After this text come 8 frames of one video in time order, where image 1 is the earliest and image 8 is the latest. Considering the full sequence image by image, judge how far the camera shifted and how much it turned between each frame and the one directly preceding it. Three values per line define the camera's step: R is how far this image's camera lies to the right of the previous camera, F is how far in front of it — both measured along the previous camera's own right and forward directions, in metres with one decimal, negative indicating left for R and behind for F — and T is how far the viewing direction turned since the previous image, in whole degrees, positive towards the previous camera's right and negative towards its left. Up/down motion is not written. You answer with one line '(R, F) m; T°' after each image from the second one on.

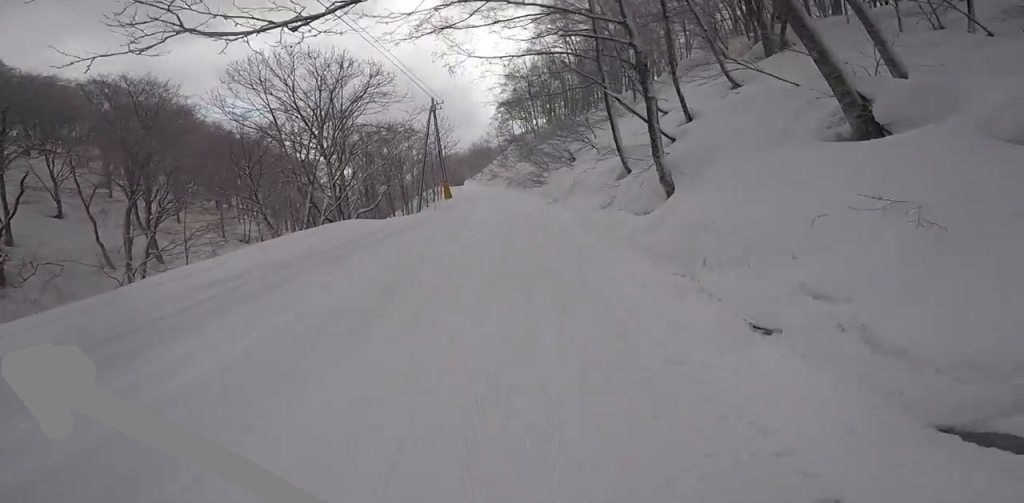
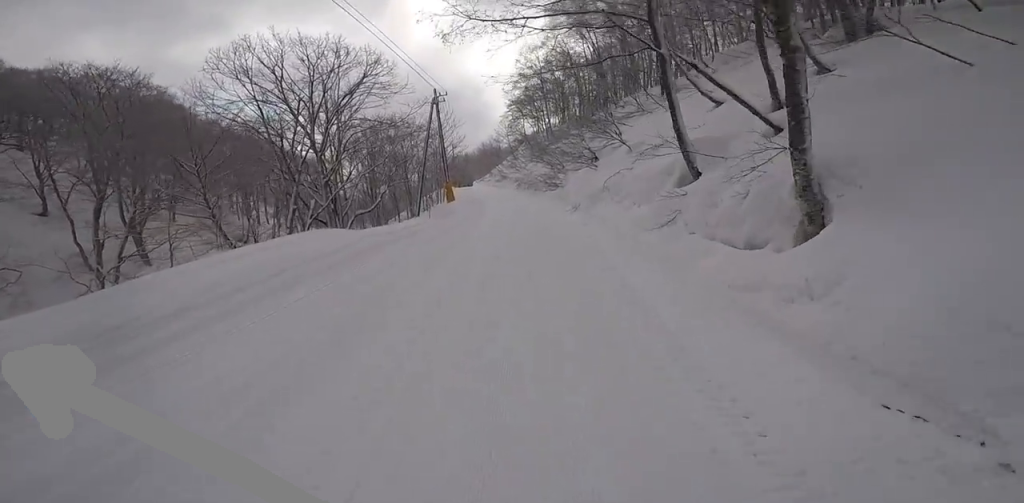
(+0.7, +3.3) m; -4°
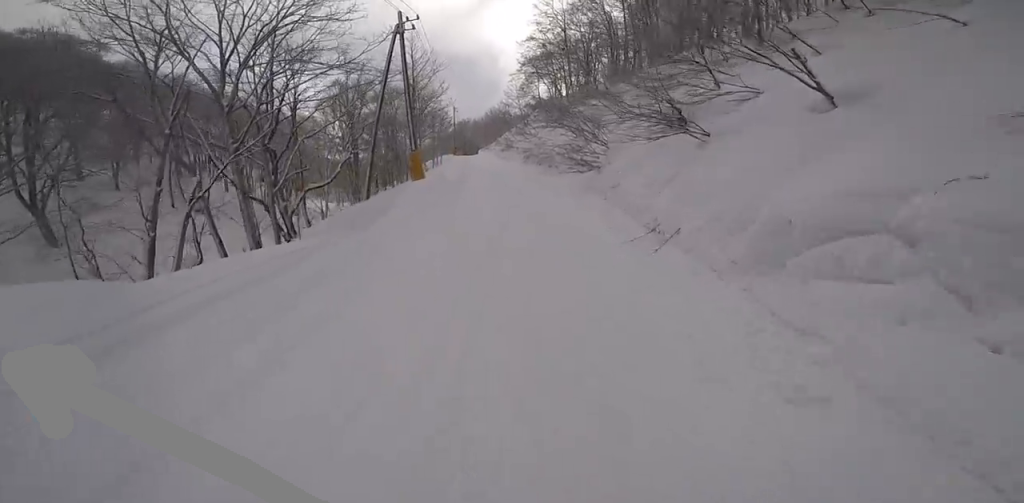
(-0.9, +9.1) m; 0°
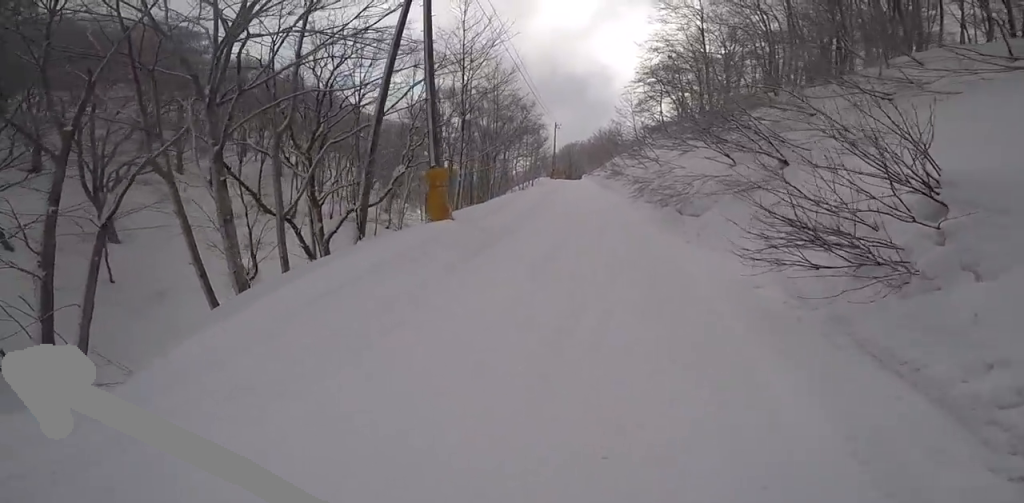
(-0.7, +8.4) m; -8°
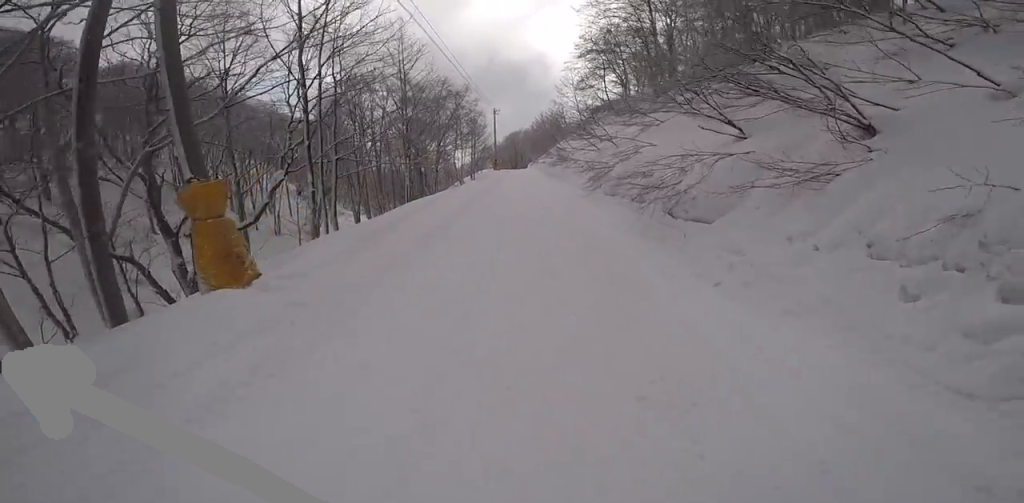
(+0.5, +5.4) m; +5°
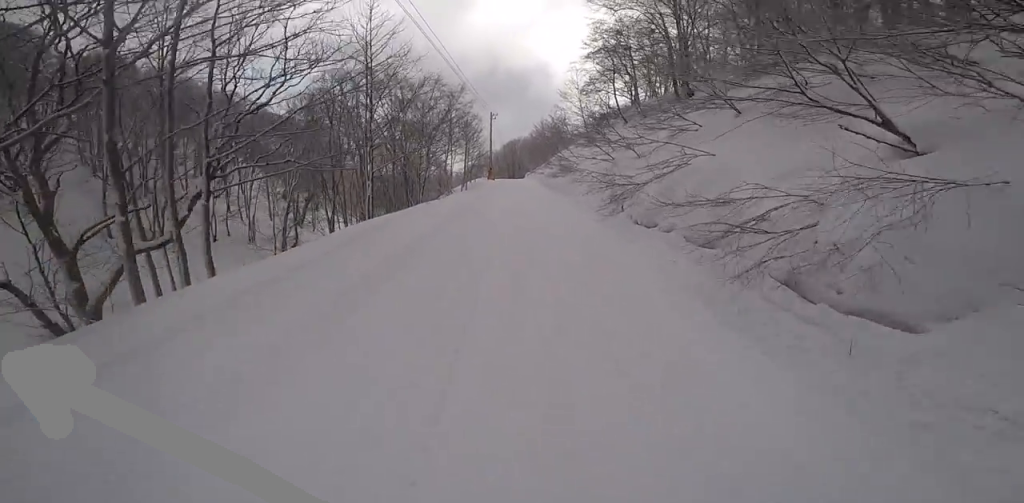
(+0.2, +4.2) m; +2°
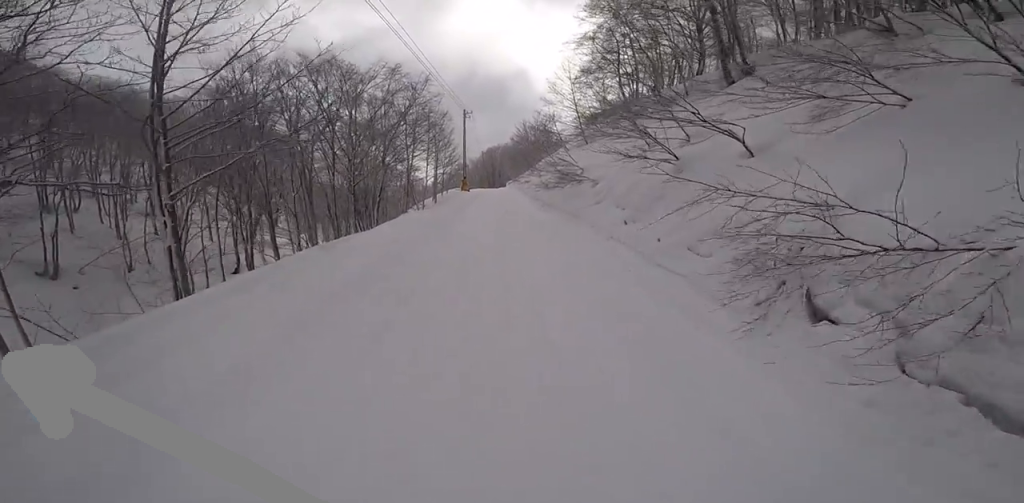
(0.0, +8.3) m; -6°
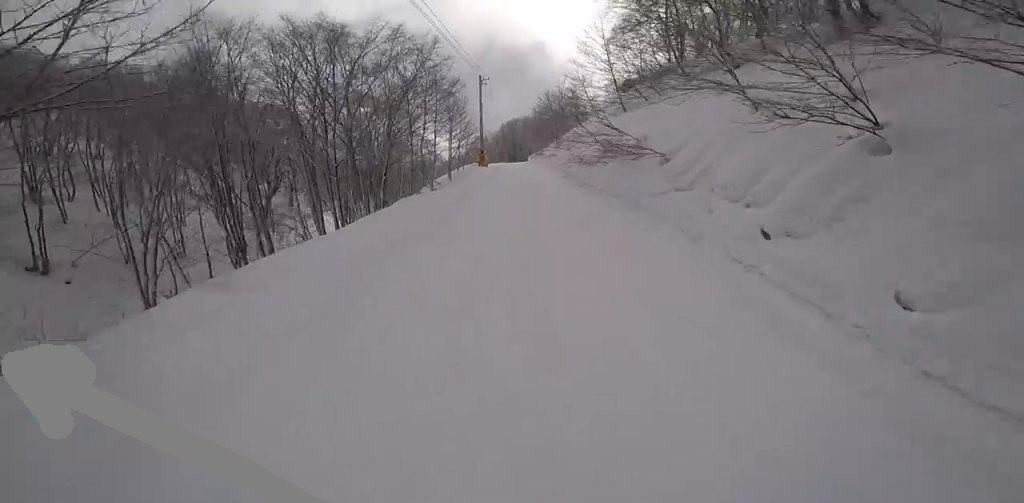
(-0.4, +4.3) m; -3°
